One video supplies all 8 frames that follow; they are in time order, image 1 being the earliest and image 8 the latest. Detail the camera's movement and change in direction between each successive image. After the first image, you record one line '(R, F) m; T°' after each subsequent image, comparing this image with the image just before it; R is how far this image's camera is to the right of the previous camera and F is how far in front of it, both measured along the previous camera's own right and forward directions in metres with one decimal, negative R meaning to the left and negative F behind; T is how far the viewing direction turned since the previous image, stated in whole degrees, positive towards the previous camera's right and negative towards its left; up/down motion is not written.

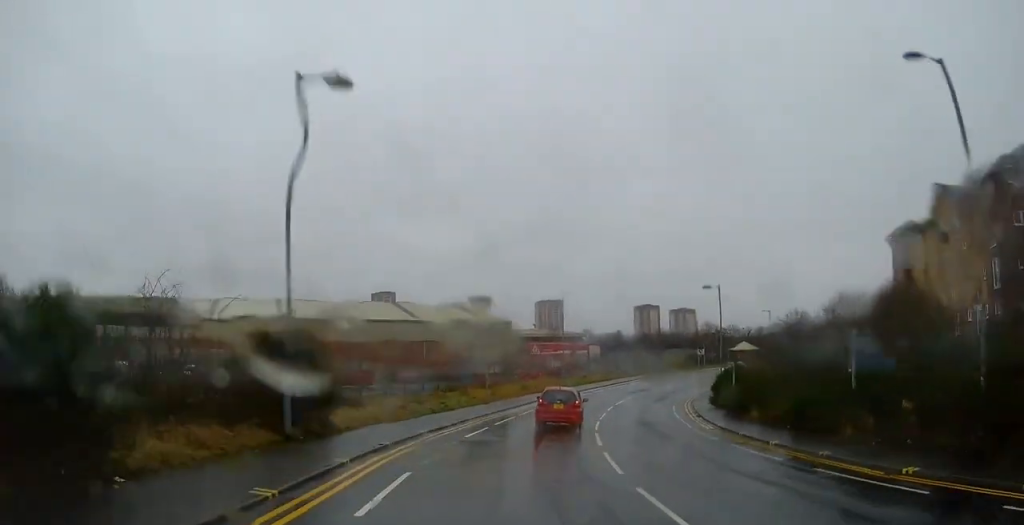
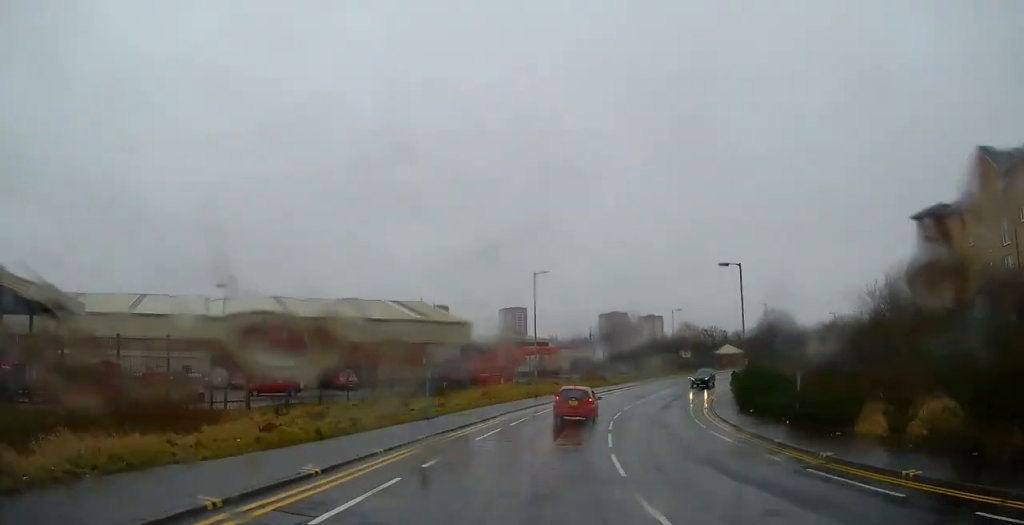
(+0.3, +12.5) m; +3°
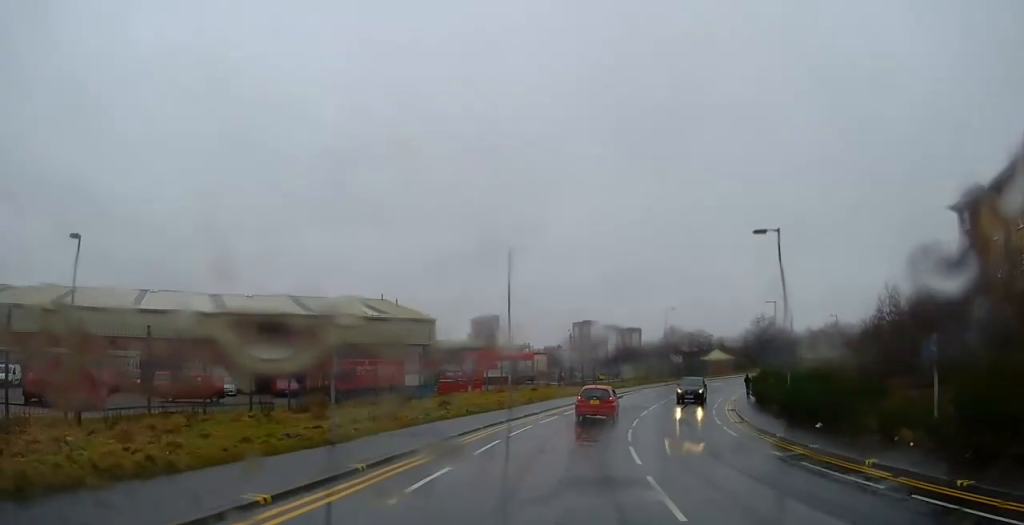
(+0.2, +10.1) m; +3°
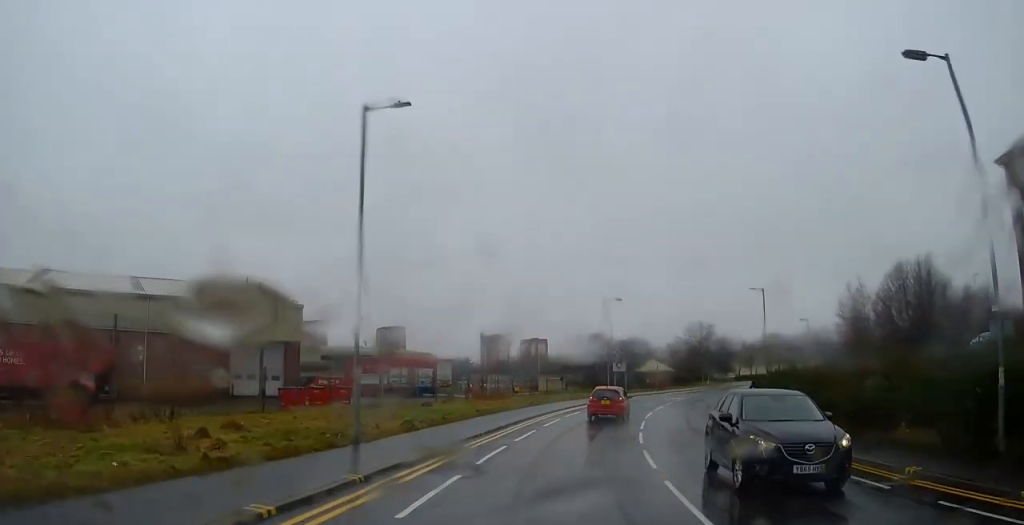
(+1.3, +18.6) m; +8°
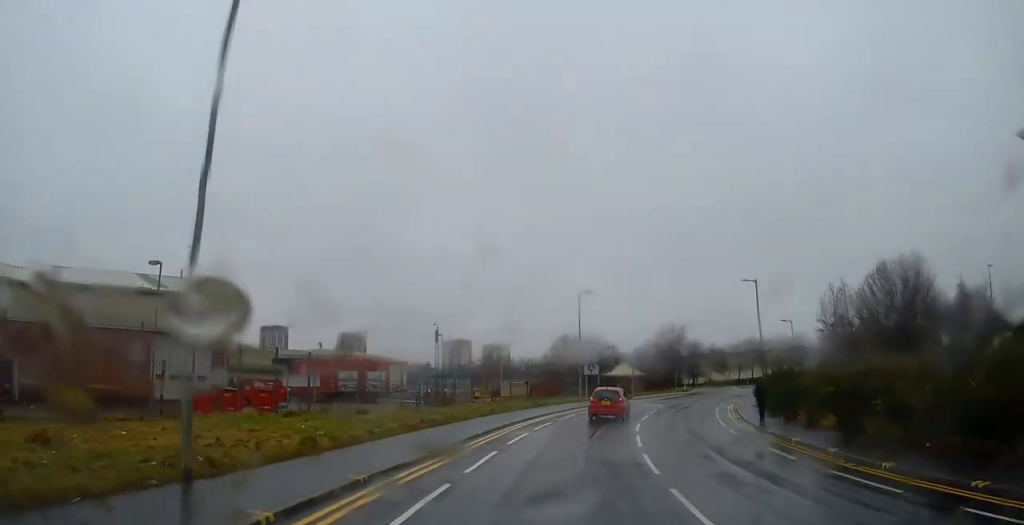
(0.0, +6.8) m; +3°
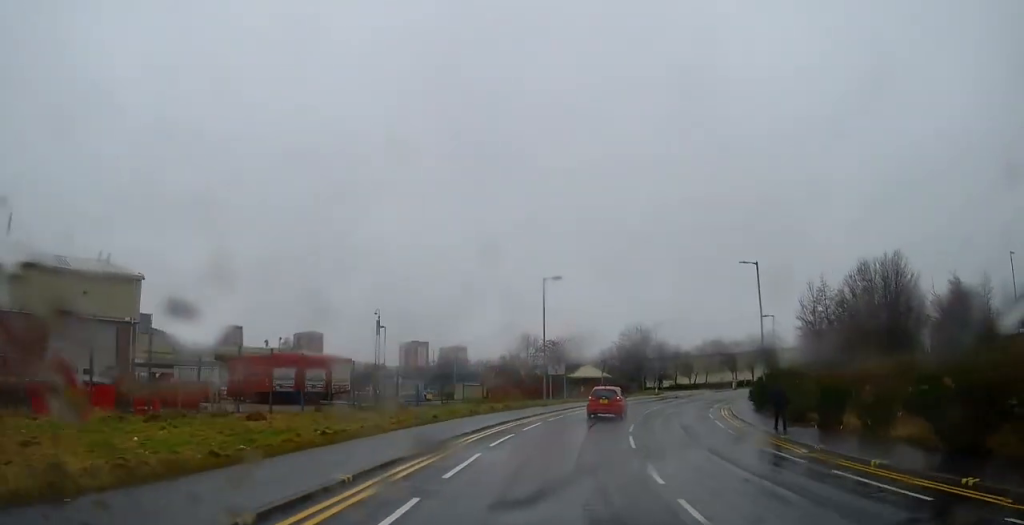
(+0.4, +7.3) m; +3°
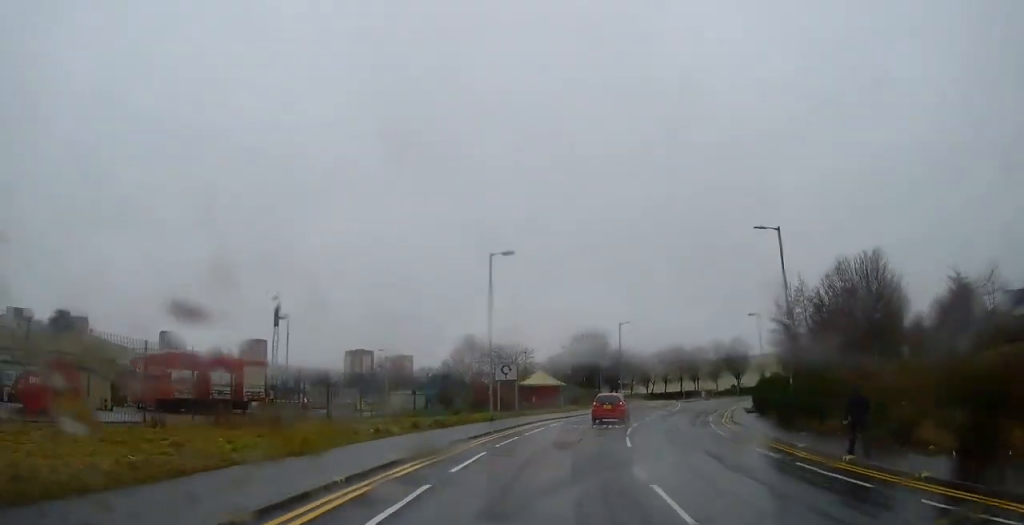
(+0.4, +10.3) m; +5°
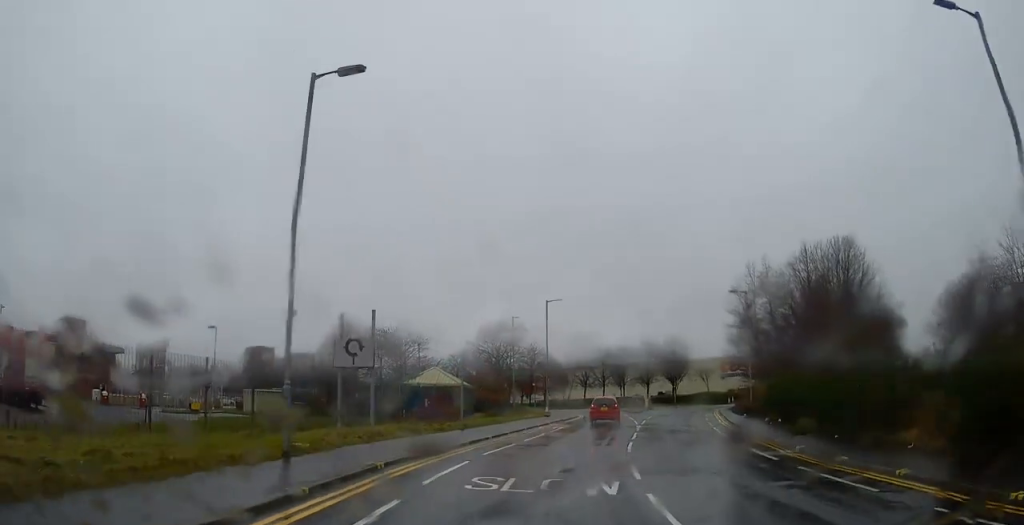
(+1.6, +18.4) m; +9°
